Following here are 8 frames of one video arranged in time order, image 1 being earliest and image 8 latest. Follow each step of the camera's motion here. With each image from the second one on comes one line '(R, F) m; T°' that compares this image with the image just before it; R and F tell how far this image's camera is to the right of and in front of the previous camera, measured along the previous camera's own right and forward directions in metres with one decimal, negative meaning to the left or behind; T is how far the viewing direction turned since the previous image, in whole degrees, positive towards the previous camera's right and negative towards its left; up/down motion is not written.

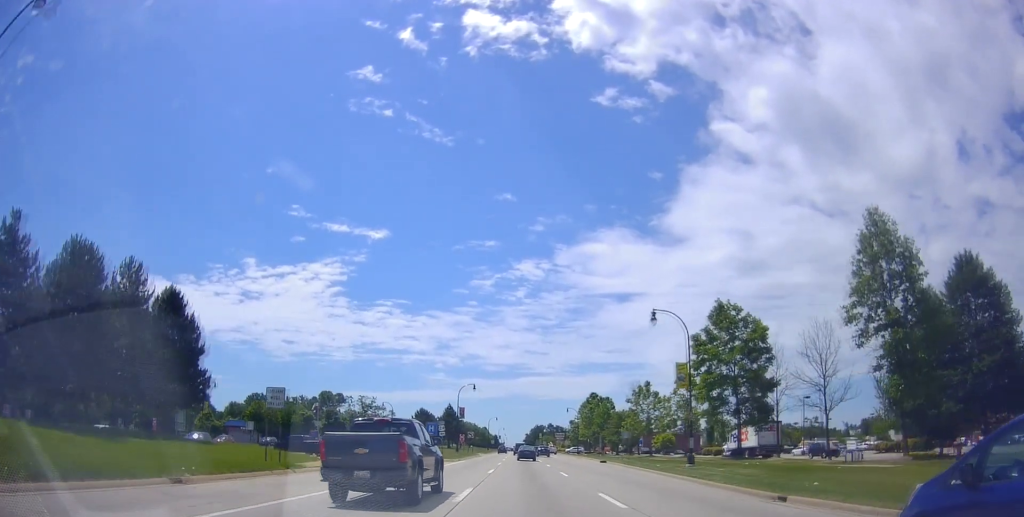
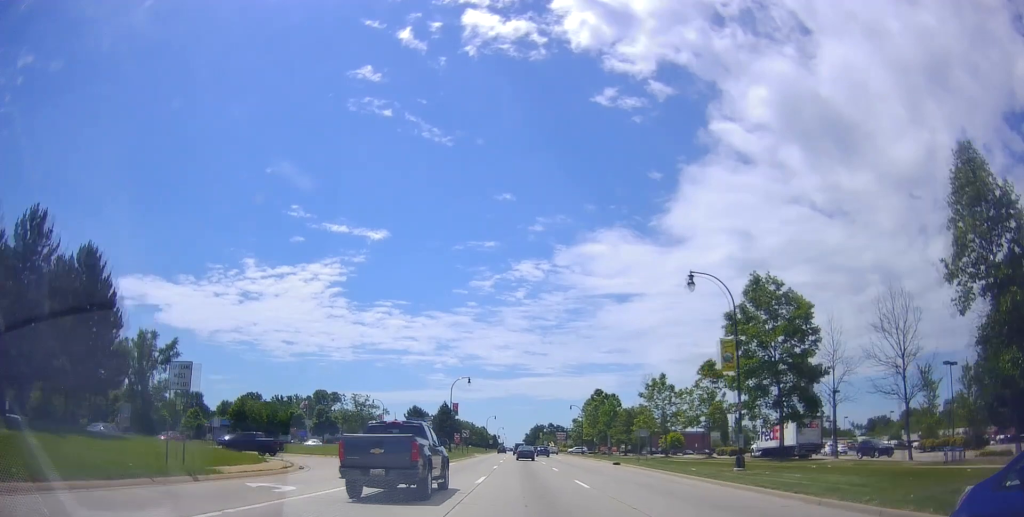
(0.0, +8.1) m; -1°
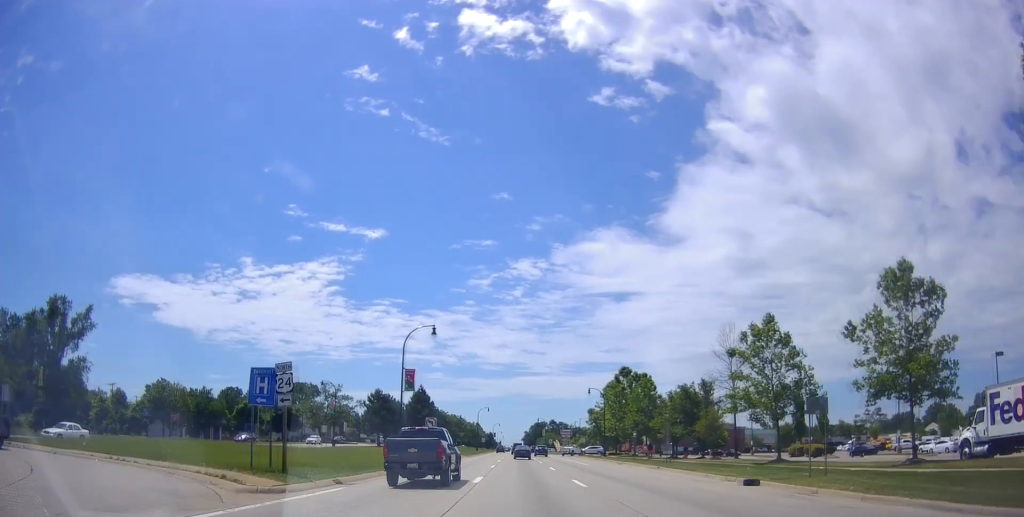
(-0.8, +30.2) m; 0°
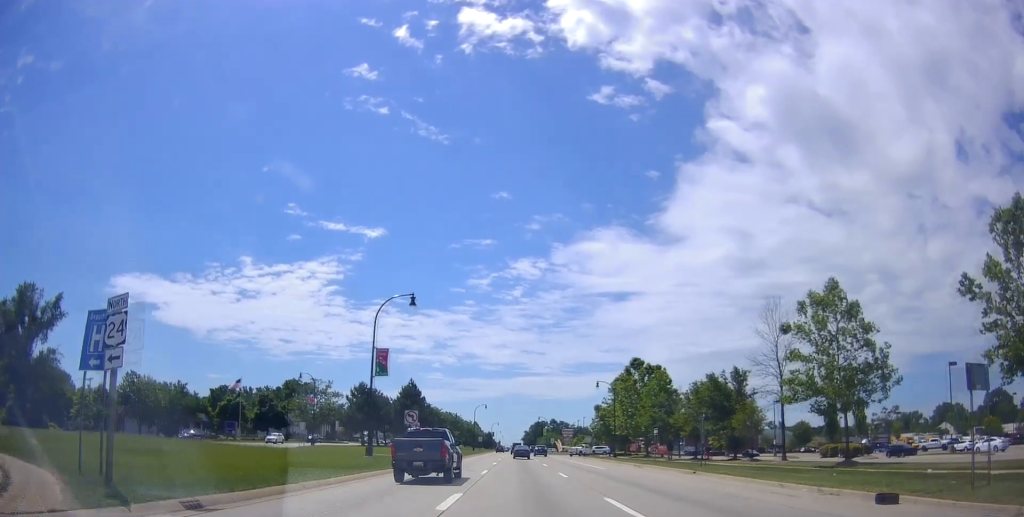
(+0.3, +9.0) m; +1°
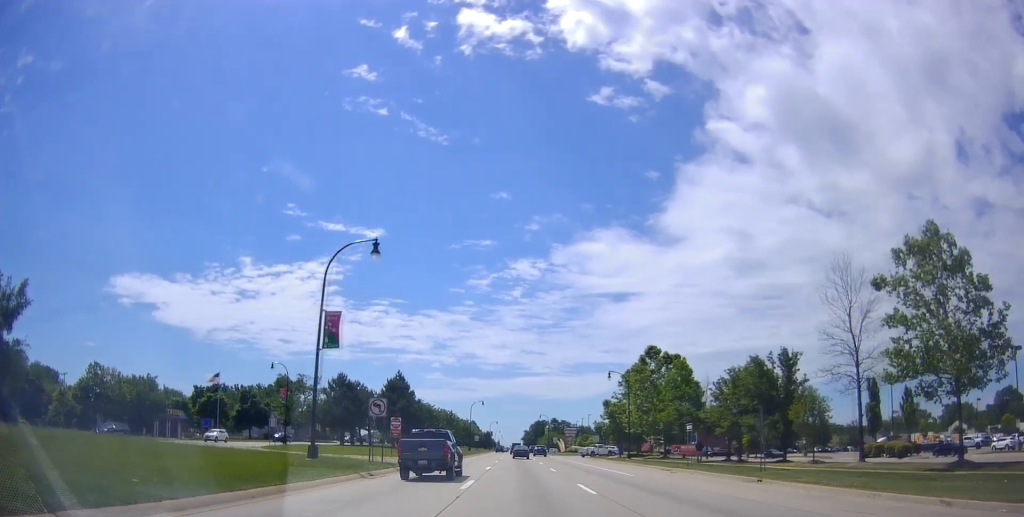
(+0.1, +9.6) m; +1°
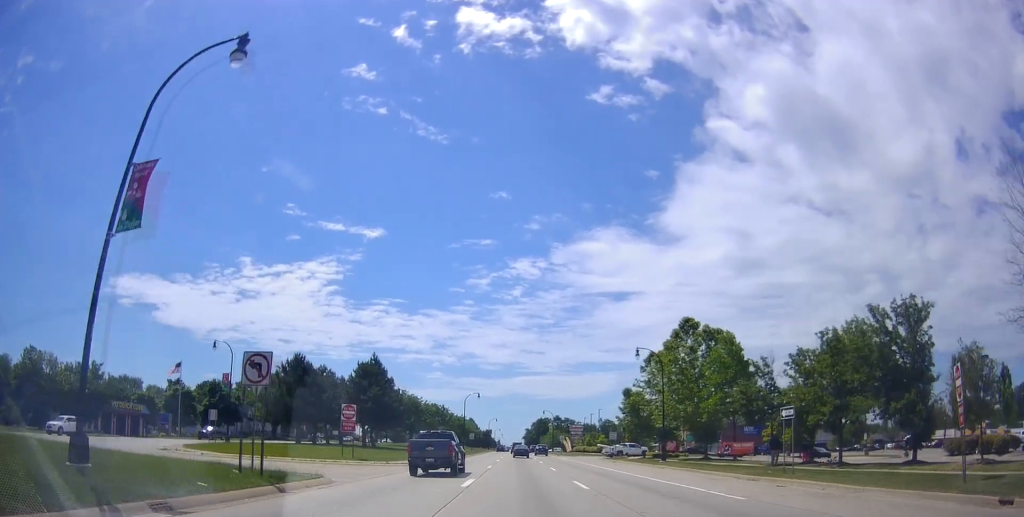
(0.0, +14.7) m; 0°
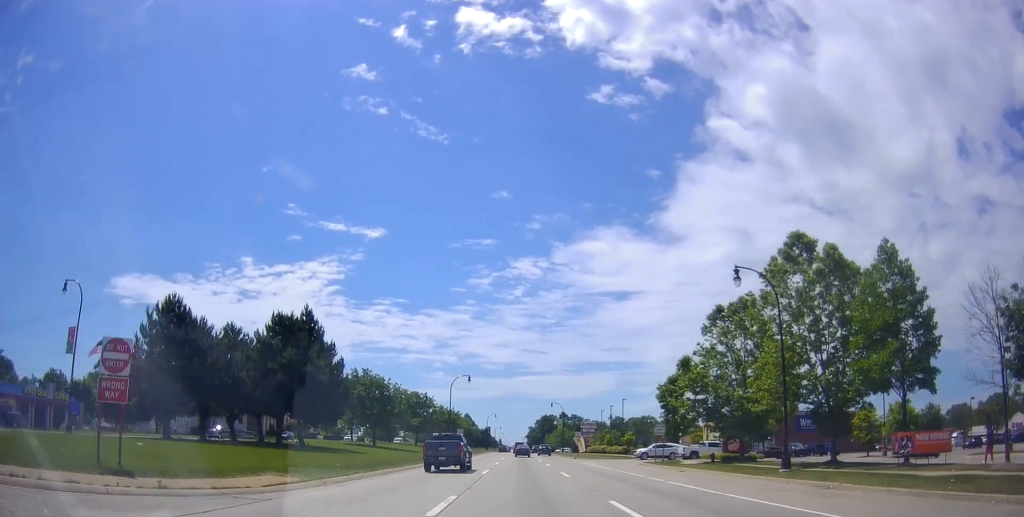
(-0.1, +22.9) m; -1°
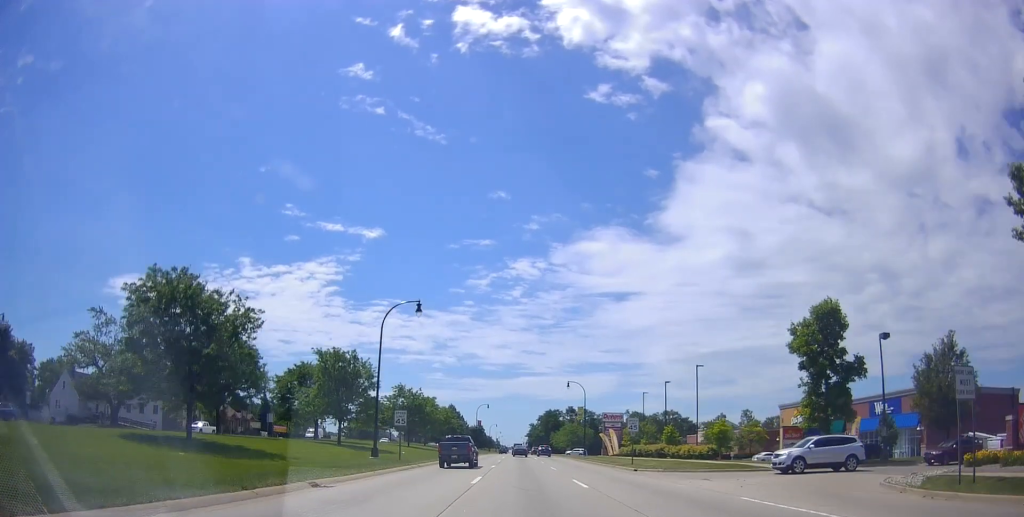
(0.0, +37.2) m; +1°
